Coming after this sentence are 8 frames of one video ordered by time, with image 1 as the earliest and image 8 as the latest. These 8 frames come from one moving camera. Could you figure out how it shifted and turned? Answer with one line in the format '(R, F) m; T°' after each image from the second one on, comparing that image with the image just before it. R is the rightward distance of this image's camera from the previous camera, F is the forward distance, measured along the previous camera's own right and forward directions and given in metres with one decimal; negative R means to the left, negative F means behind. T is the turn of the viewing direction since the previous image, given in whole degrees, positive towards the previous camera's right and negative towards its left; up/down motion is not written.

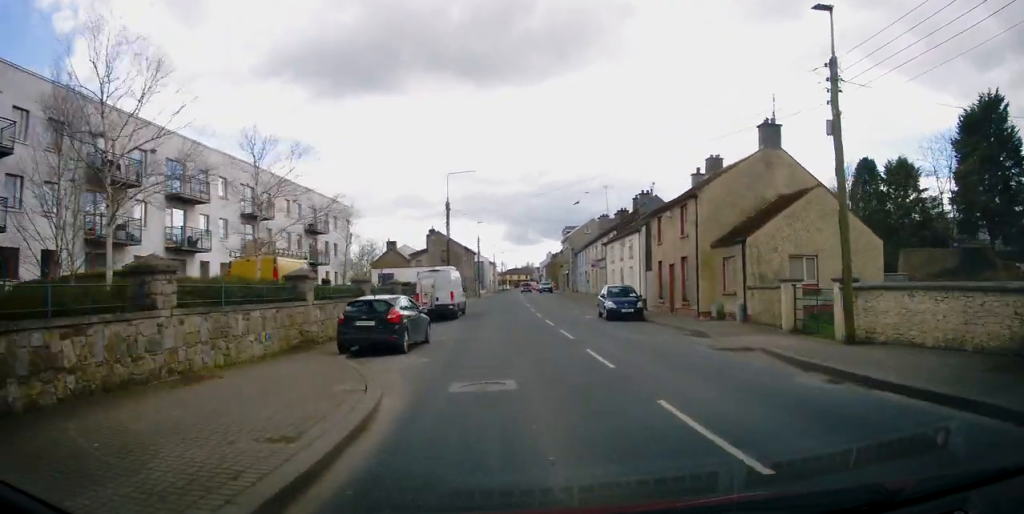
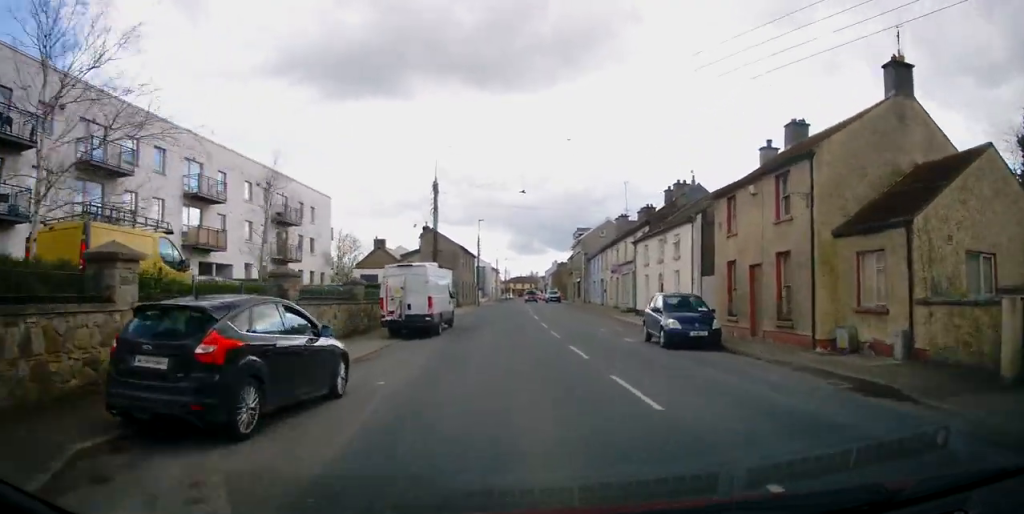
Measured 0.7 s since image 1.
(-0.1, +9.3) m; 0°
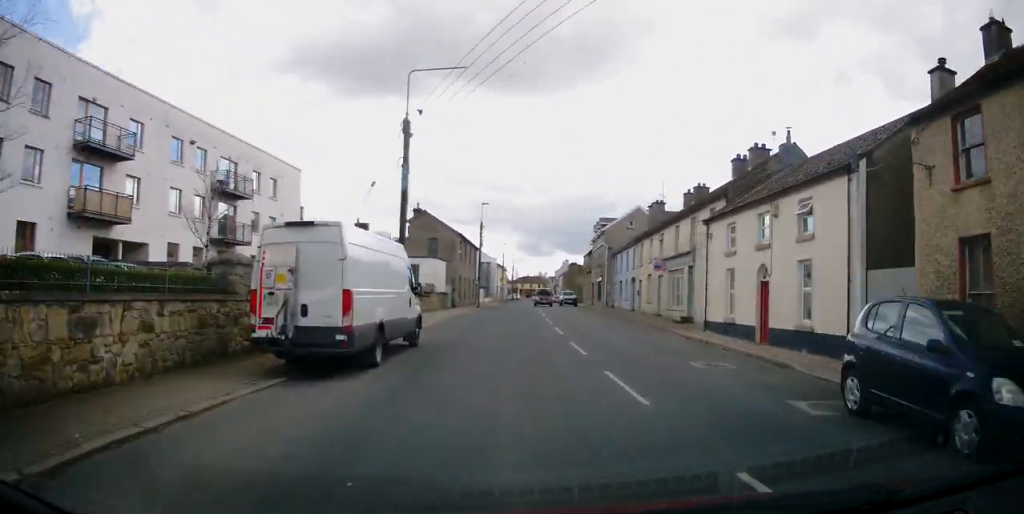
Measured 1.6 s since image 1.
(+0.1, +11.5) m; -1°
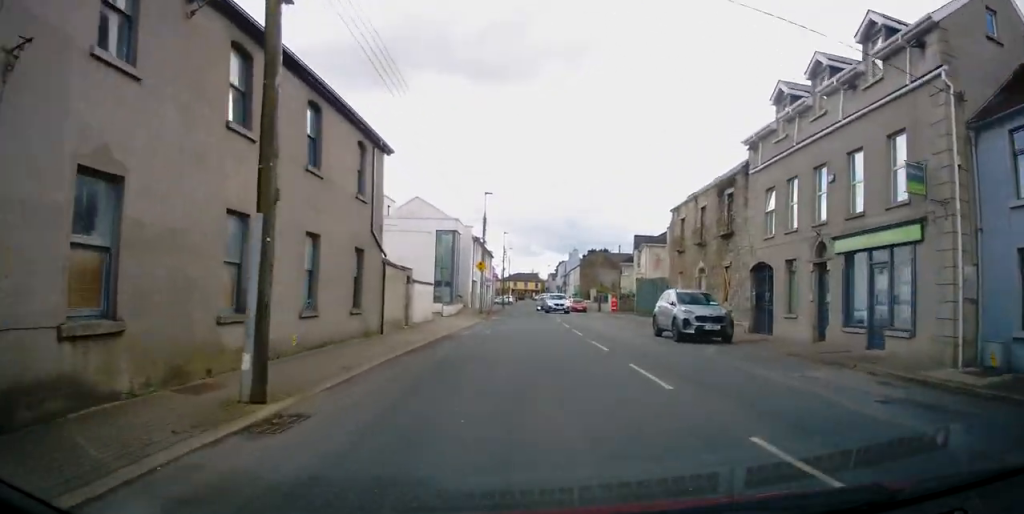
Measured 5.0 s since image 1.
(-0.5, +47.0) m; +1°
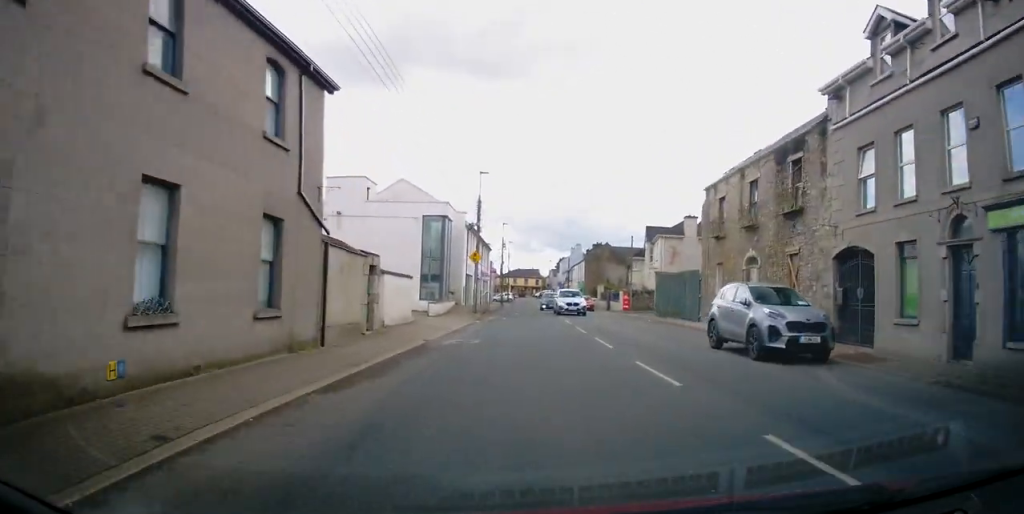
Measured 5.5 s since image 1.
(+0.2, +6.3) m; +1°
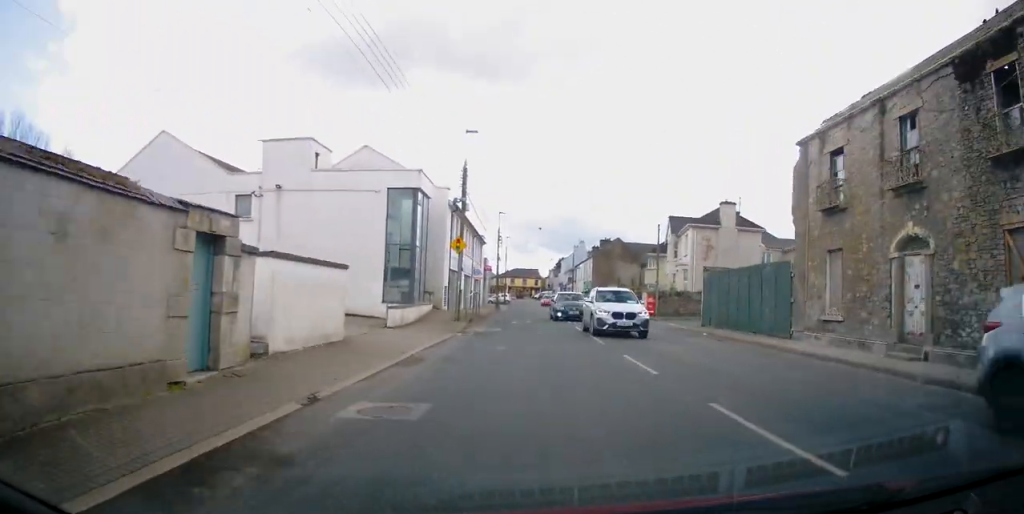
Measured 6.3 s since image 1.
(+0.1, +10.2) m; 0°
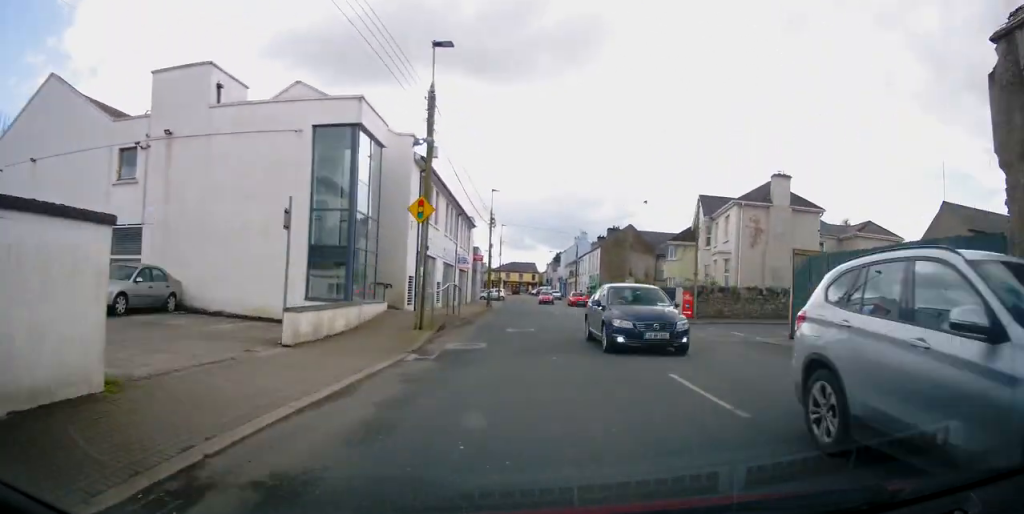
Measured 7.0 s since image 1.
(-0.1, +10.0) m; 0°
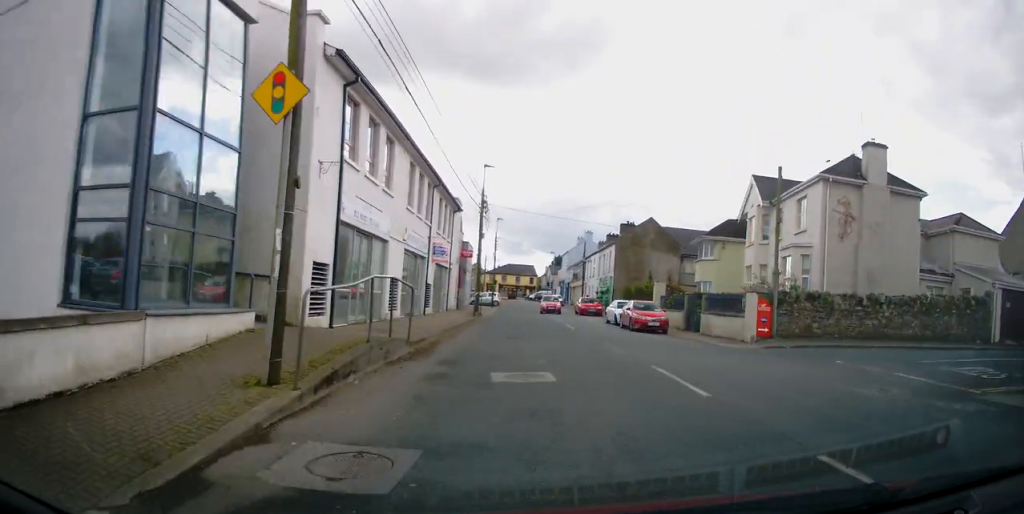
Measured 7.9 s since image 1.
(0.0, +10.8) m; 0°
